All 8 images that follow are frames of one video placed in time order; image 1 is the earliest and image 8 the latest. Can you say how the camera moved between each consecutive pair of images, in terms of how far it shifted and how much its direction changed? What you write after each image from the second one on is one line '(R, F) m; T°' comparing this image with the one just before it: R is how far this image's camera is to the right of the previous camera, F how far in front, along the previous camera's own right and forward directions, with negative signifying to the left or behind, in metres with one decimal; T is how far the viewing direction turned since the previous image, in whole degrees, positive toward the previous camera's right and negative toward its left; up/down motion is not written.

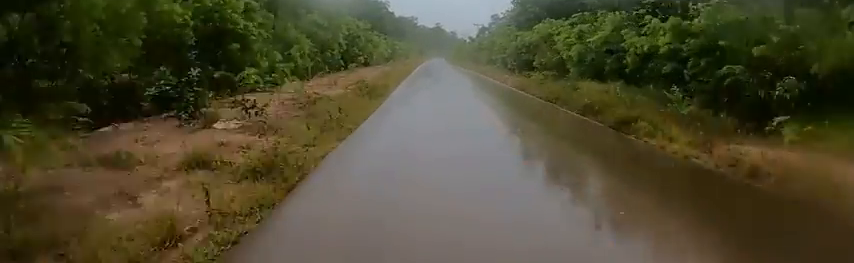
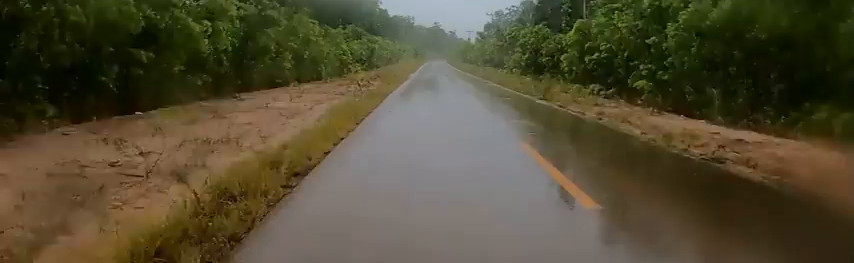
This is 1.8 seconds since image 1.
(-0.6, +28.8) m; -1°
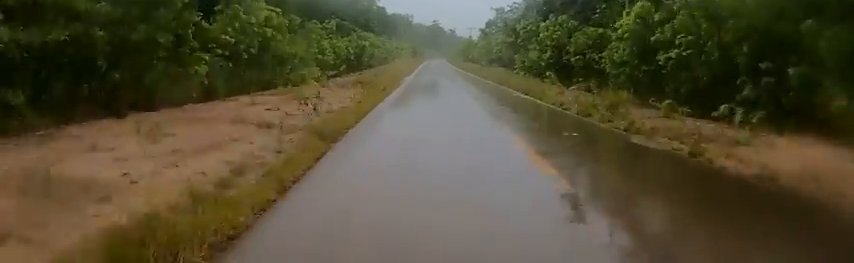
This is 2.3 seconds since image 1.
(+0.7, +7.5) m; 0°
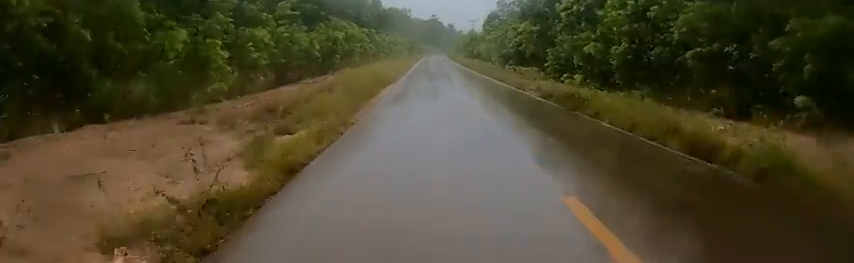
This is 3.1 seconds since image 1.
(+0.1, +12.5) m; +1°
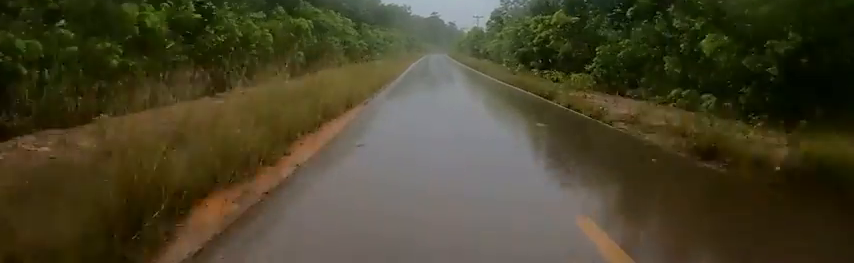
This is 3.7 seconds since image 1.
(-0.9, +8.6) m; +1°
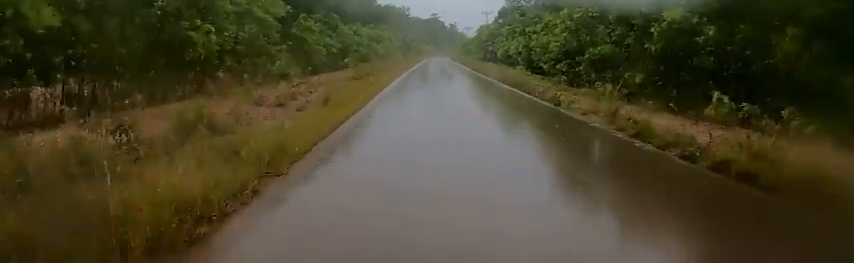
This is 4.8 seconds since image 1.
(+1.6, +16.9) m; 0°
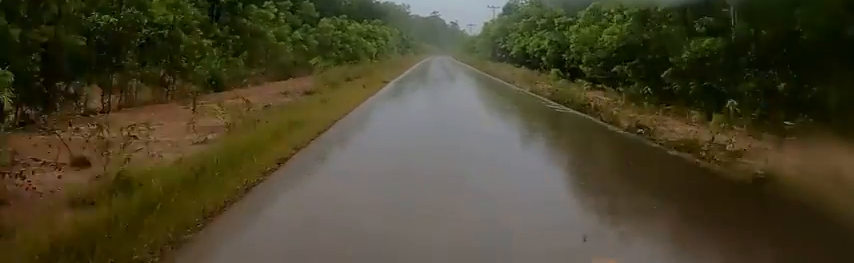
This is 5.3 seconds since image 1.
(-0.9, +8.0) m; -4°
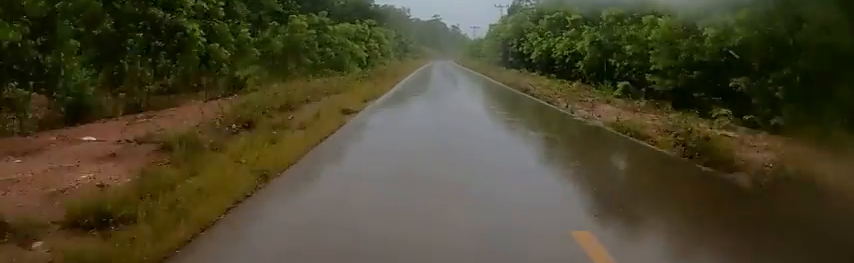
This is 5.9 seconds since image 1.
(-0.4, +8.0) m; -2°
